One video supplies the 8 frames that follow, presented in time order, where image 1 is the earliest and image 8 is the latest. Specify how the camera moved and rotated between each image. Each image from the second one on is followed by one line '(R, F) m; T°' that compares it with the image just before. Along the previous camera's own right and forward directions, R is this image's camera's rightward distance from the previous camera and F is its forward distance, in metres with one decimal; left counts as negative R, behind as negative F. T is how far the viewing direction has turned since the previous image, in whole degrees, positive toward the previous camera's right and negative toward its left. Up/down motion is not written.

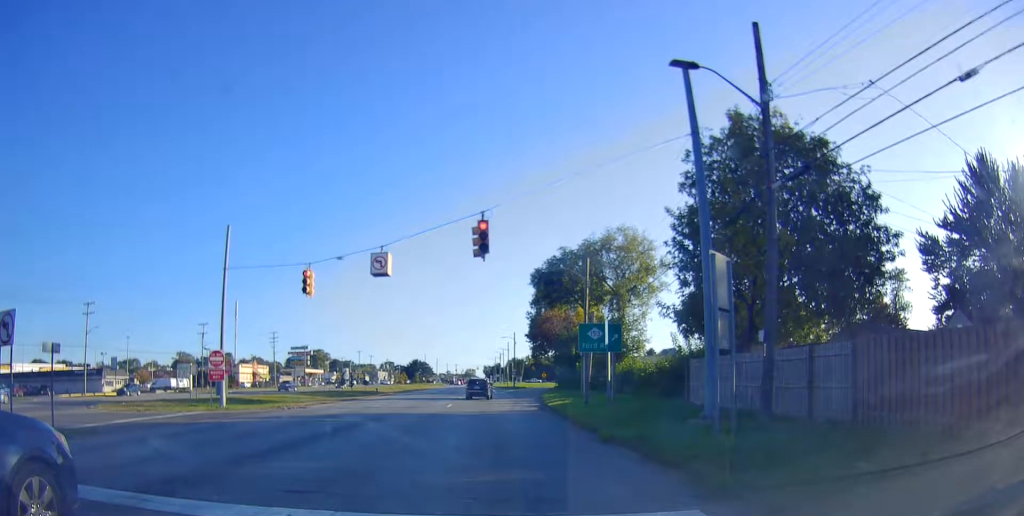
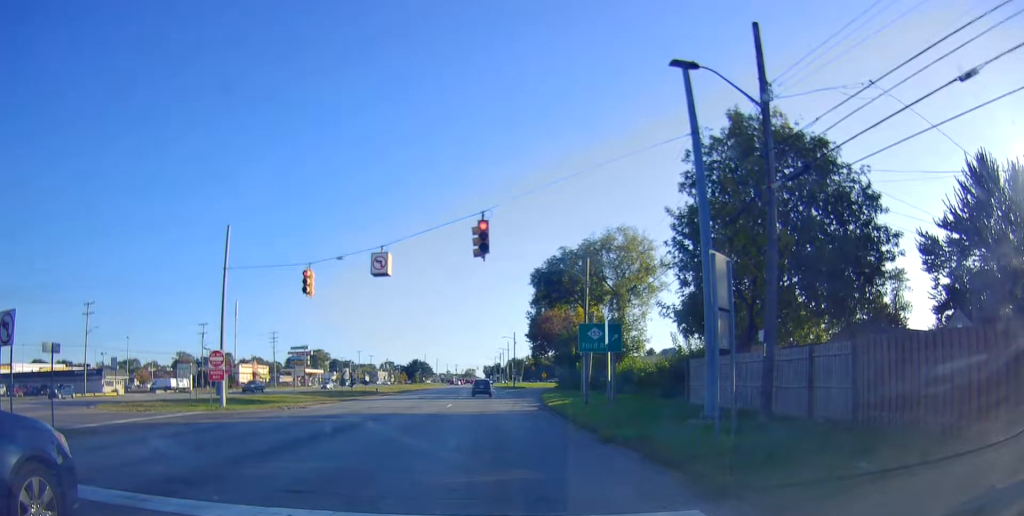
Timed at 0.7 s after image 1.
(0.0, 0.0) m; 0°
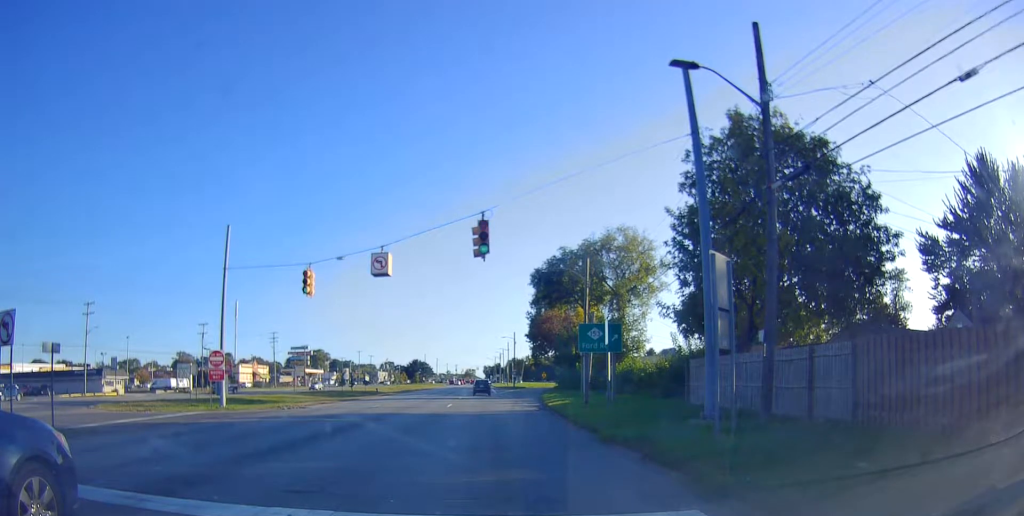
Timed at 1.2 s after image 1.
(0.0, 0.0) m; 0°
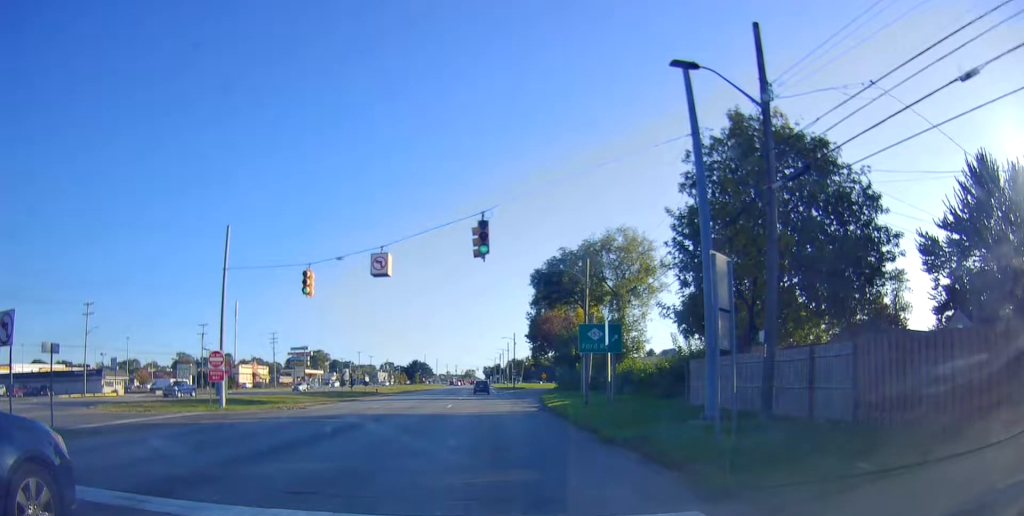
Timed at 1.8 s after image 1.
(0.0, 0.0) m; 0°
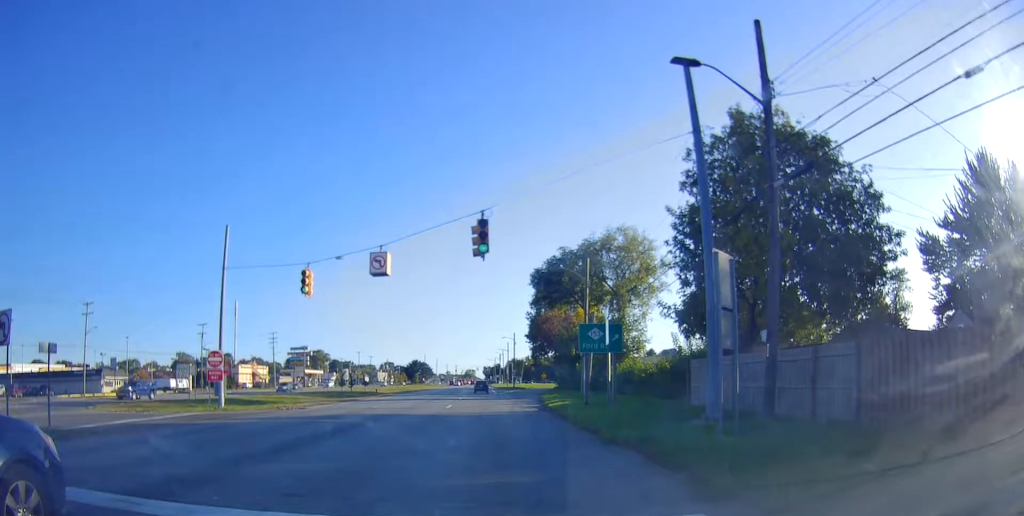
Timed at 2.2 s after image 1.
(0.0, 0.0) m; 0°
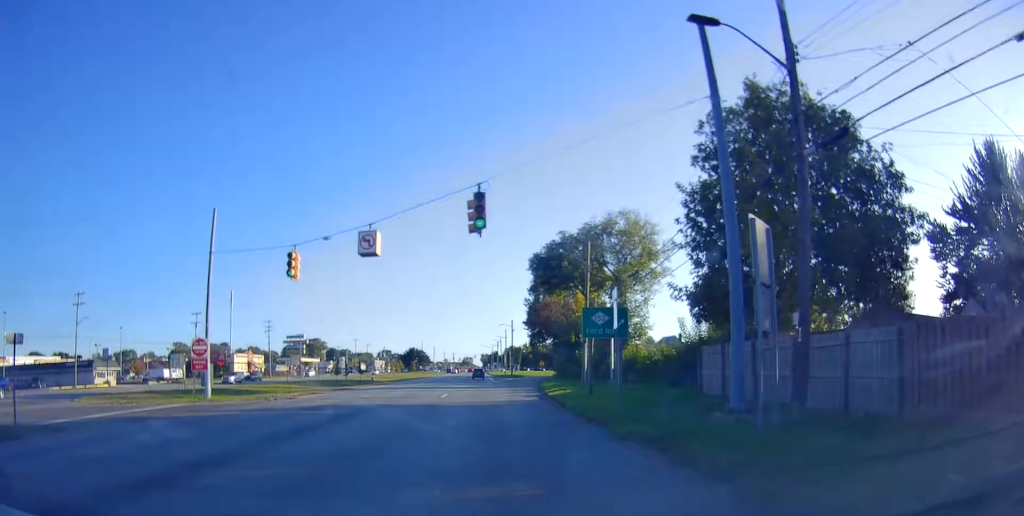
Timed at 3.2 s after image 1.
(0.0, +0.3) m; 0°
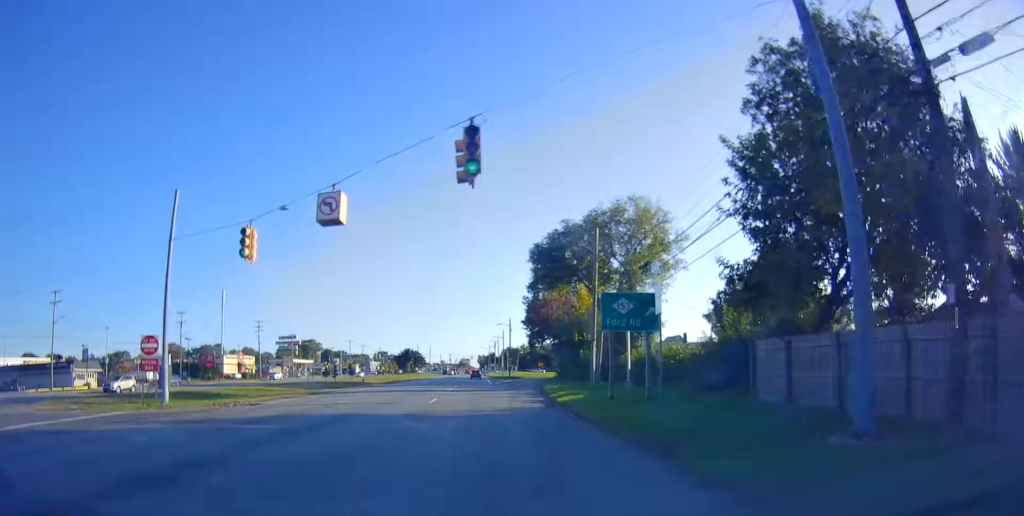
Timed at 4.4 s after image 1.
(0.0, +2.4) m; 0°
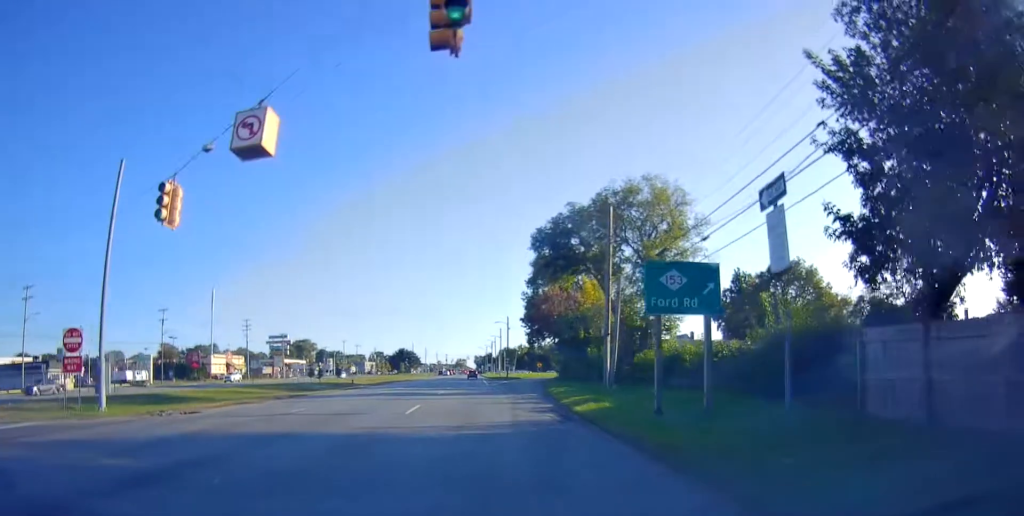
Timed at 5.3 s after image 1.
(0.0, +3.8) m; 0°
